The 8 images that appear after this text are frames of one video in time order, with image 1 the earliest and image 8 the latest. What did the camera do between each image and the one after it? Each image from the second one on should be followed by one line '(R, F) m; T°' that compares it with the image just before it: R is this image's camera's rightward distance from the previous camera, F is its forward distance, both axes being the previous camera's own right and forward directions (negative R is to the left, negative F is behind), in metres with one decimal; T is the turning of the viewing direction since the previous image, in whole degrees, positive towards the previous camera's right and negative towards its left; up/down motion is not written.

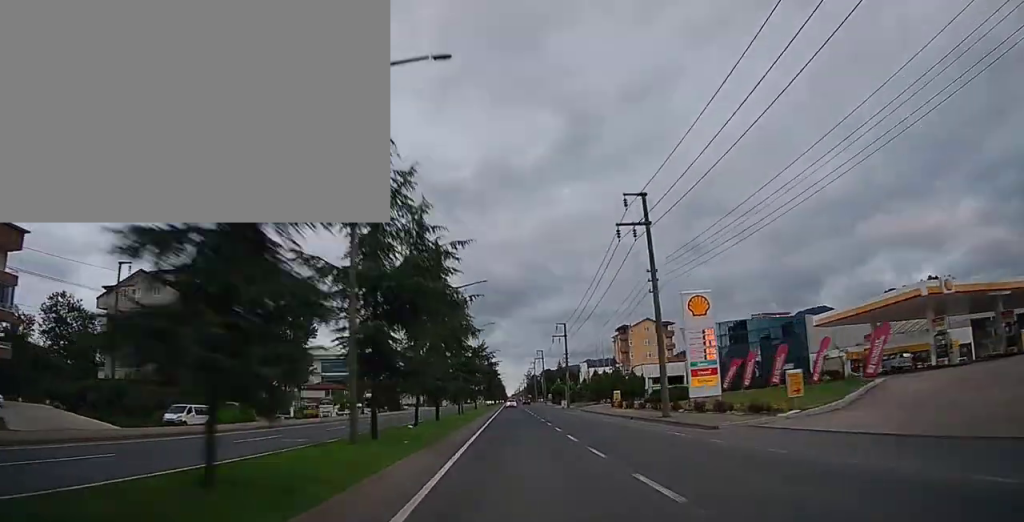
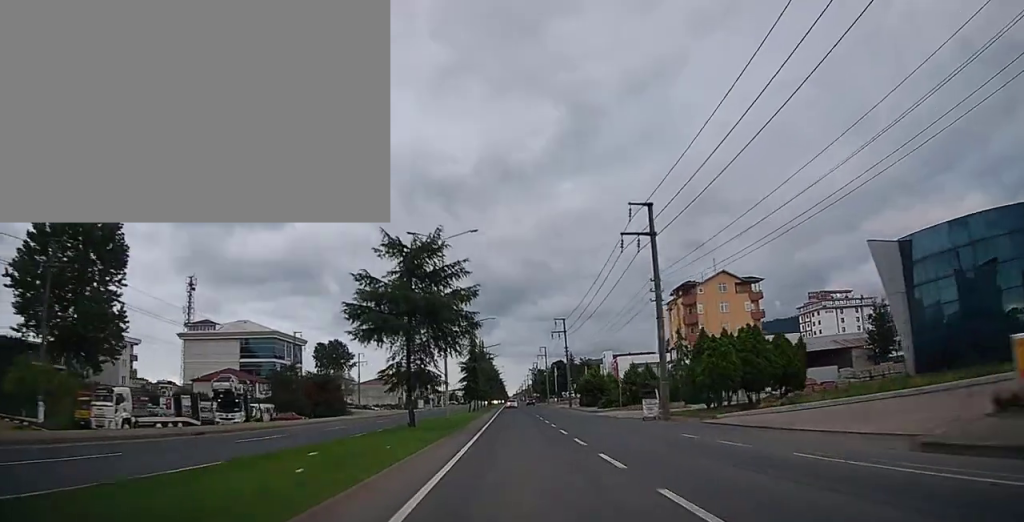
(-0.1, +47.8) m; 0°
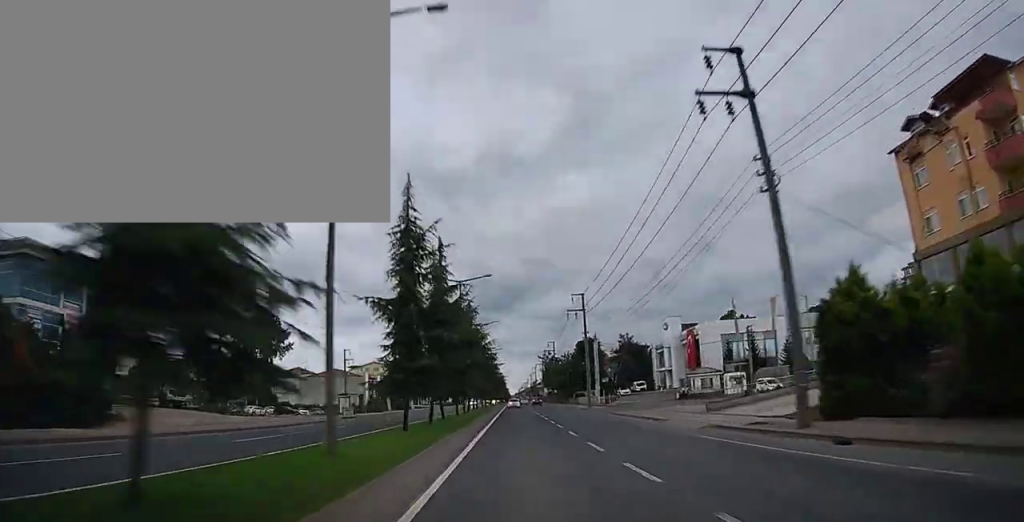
(+0.6, +60.7) m; 0°
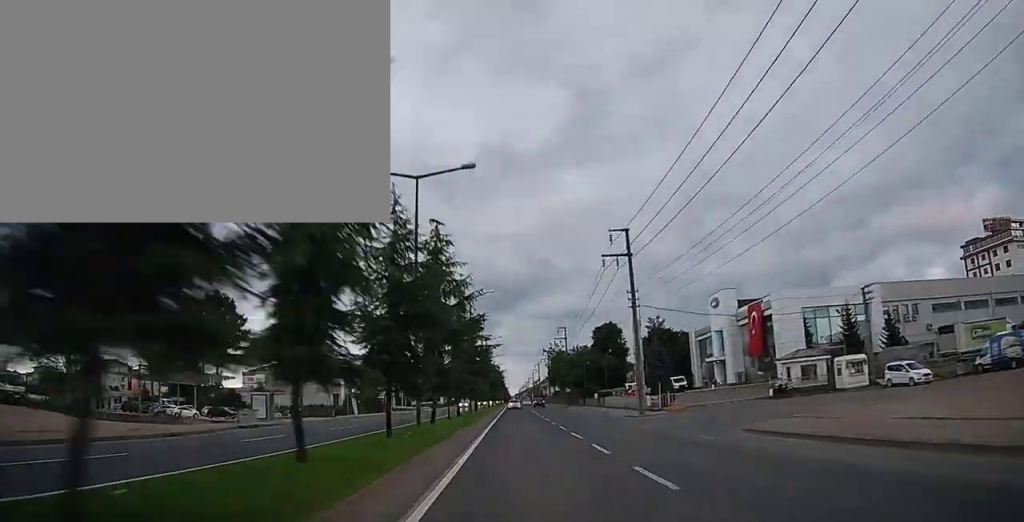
(-0.2, +23.5) m; 0°
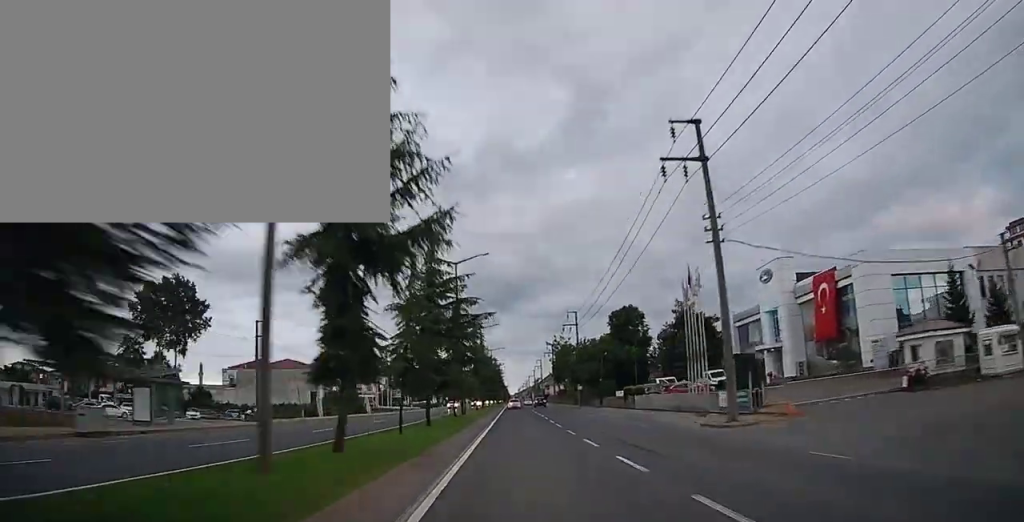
(0.0, +14.3) m; 0°
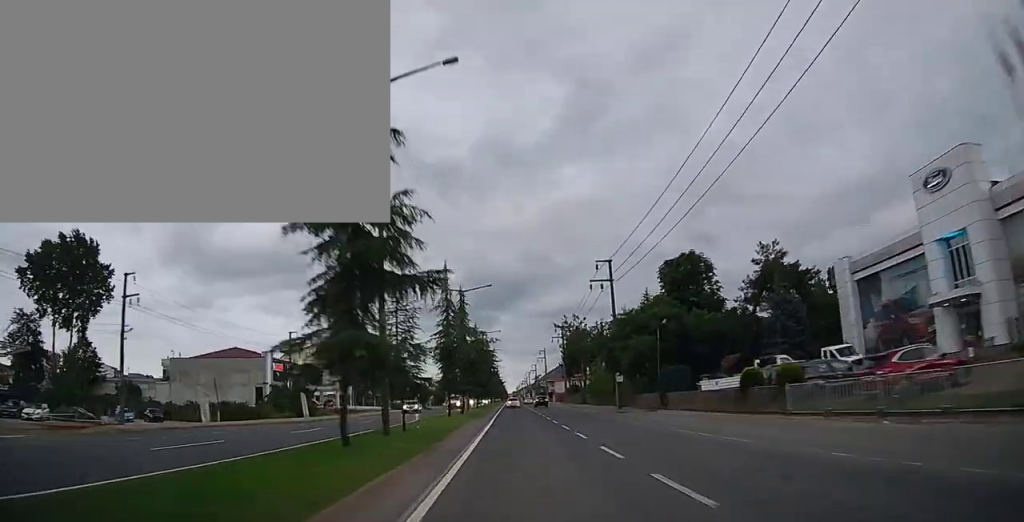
(+0.1, +27.6) m; 0°
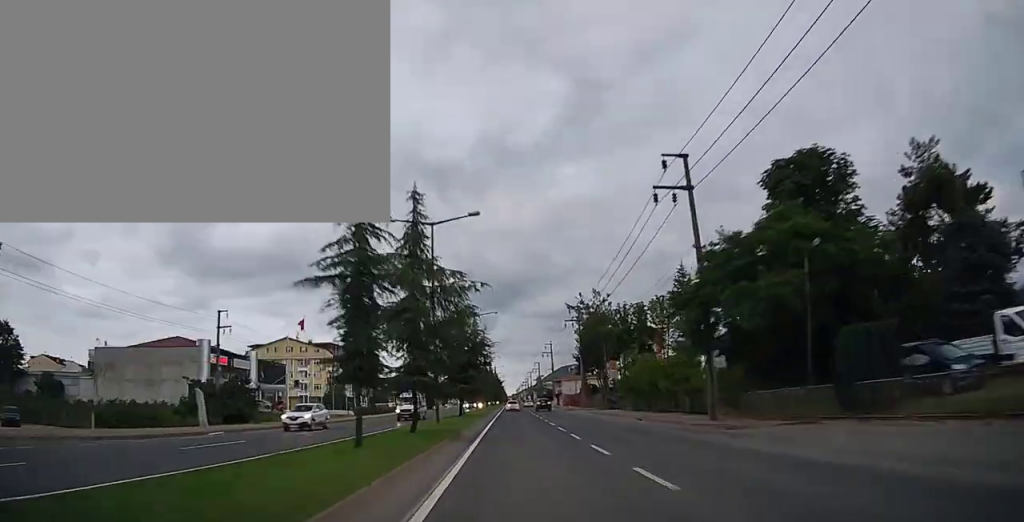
(-0.1, +20.4) m; 0°
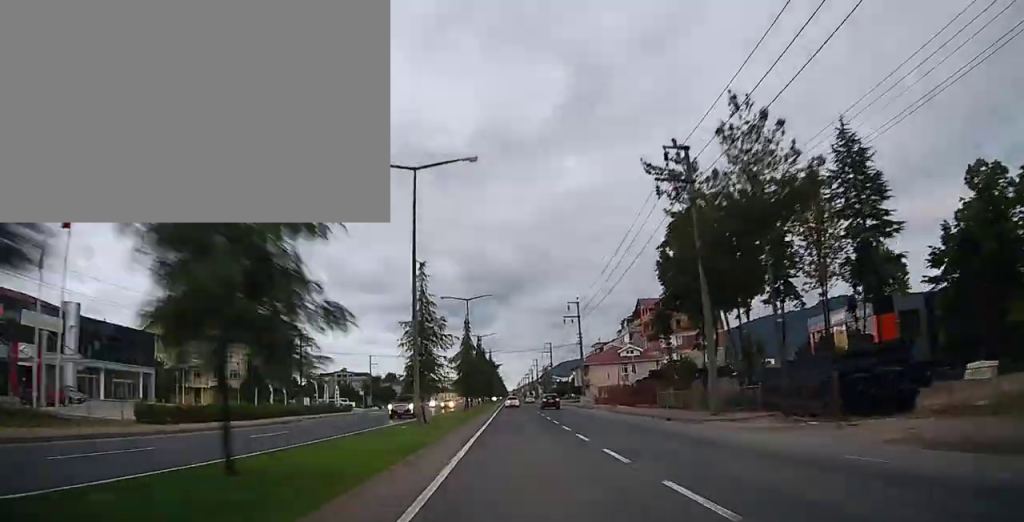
(0.0, +42.9) m; 0°
